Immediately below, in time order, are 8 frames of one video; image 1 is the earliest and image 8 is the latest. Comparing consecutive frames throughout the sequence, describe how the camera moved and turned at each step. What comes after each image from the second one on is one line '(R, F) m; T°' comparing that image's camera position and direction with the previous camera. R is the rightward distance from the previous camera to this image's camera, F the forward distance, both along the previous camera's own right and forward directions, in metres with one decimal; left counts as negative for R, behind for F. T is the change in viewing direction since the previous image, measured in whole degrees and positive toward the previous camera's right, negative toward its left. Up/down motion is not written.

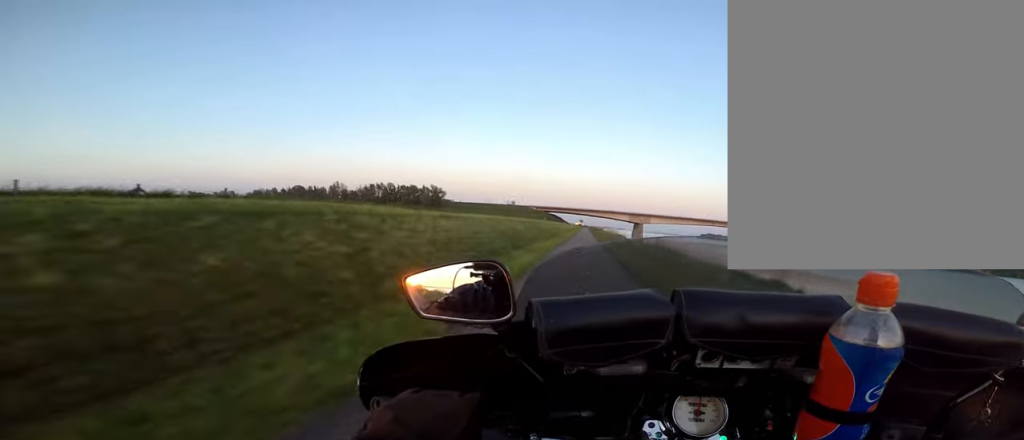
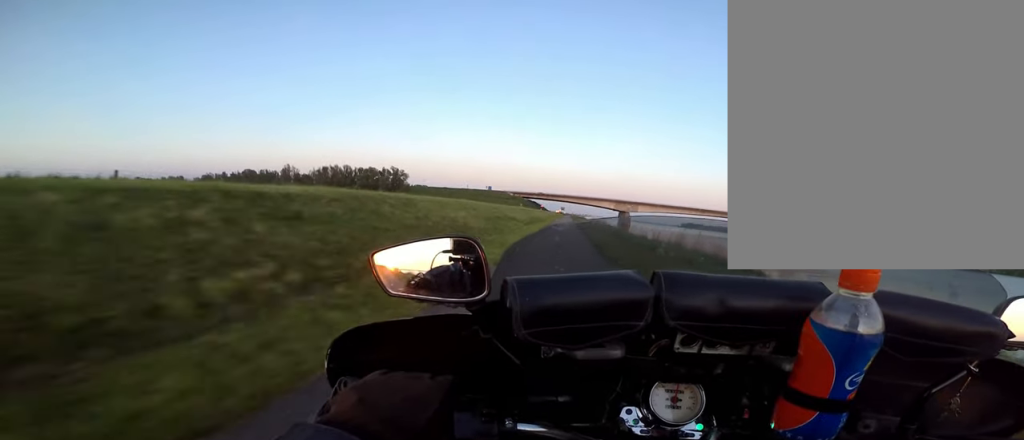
(-0.3, +25.9) m; +1°
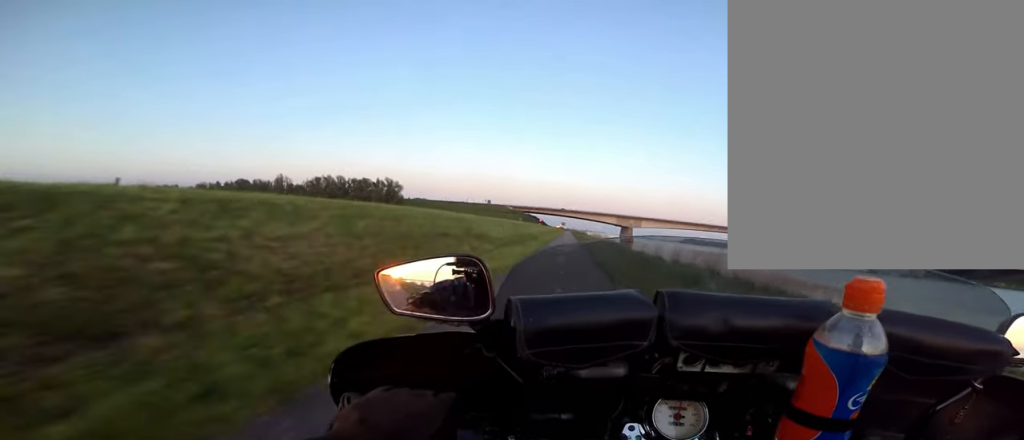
(+0.2, +8.8) m; +1°
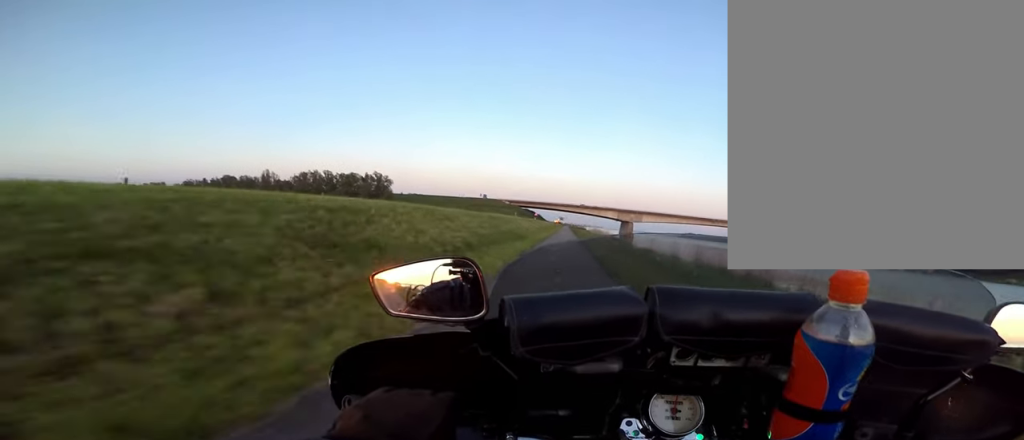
(+0.1, +8.1) m; +1°
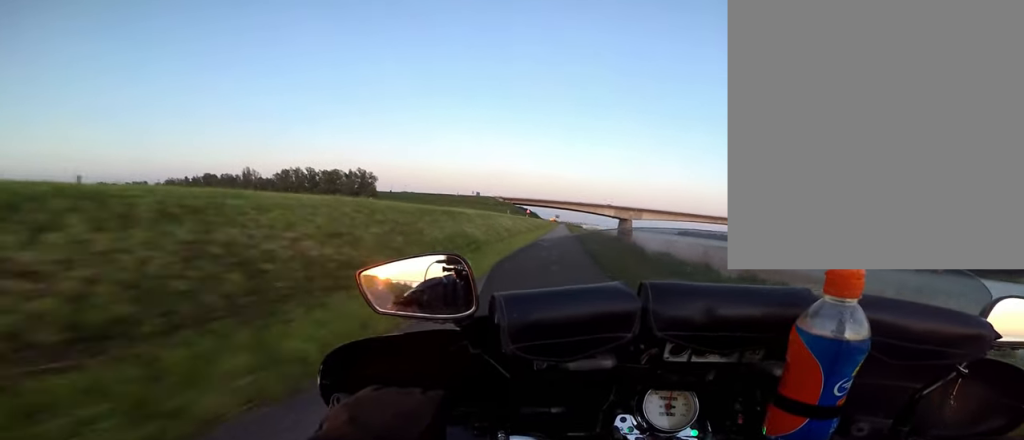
(0.0, +9.6) m; 0°
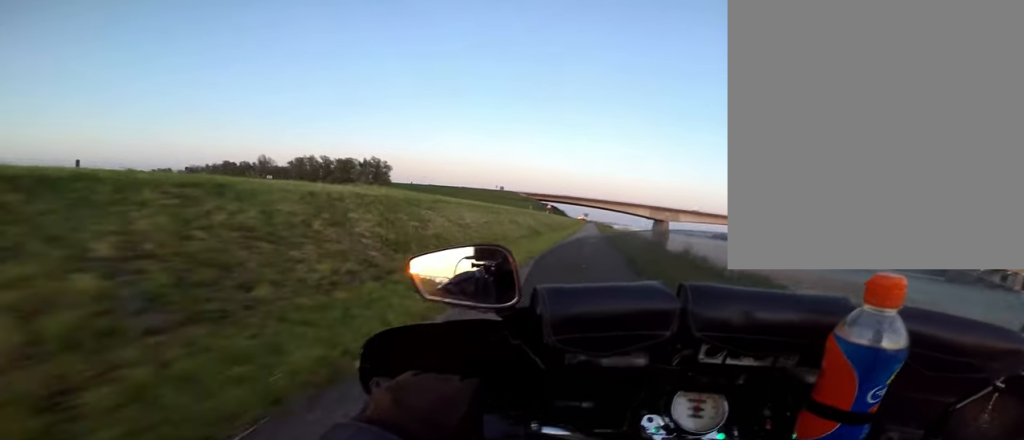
(0.0, +13.7) m; 0°
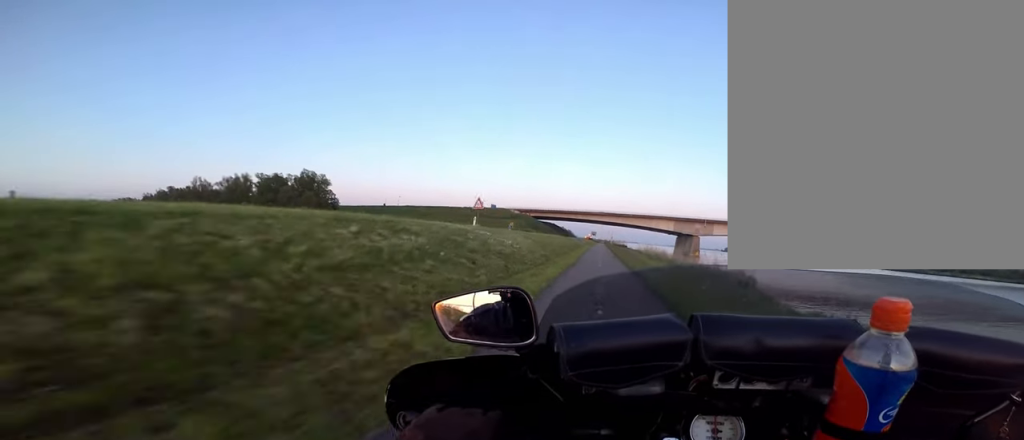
(0.0, +41.0) m; 0°
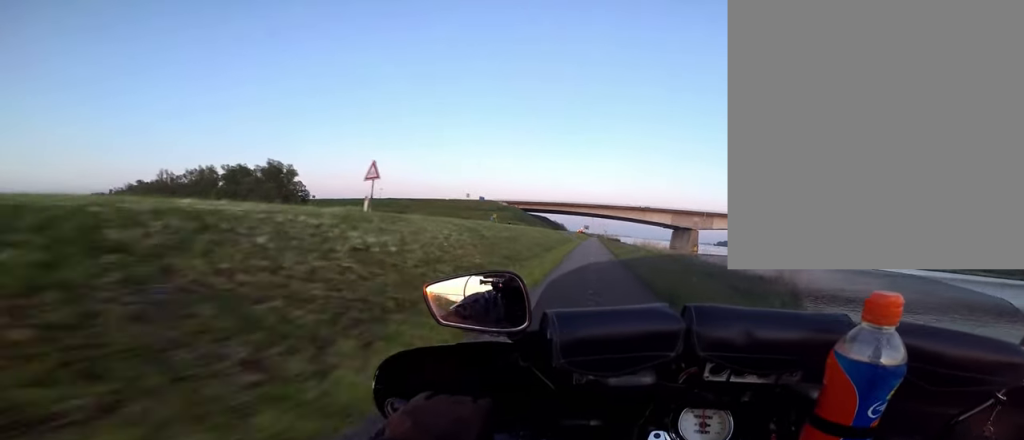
(0.0, +9.9) m; 0°
